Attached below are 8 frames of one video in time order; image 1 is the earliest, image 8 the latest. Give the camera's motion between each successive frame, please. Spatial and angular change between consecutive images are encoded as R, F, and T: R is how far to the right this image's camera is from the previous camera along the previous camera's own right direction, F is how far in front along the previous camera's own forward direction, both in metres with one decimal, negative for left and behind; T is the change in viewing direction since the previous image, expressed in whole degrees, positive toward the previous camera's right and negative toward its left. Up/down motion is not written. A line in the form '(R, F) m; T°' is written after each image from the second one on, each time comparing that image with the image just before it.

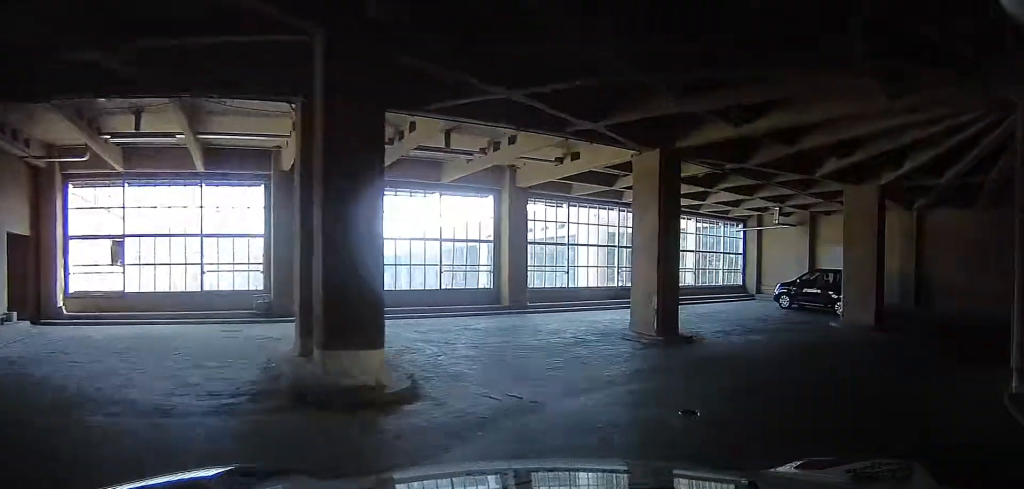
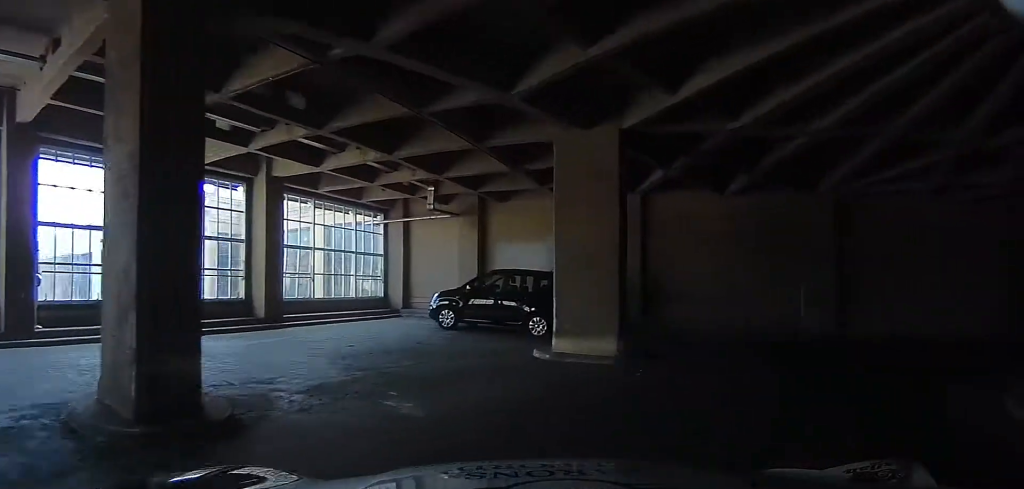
(+0.5, +2.8) m; +21°
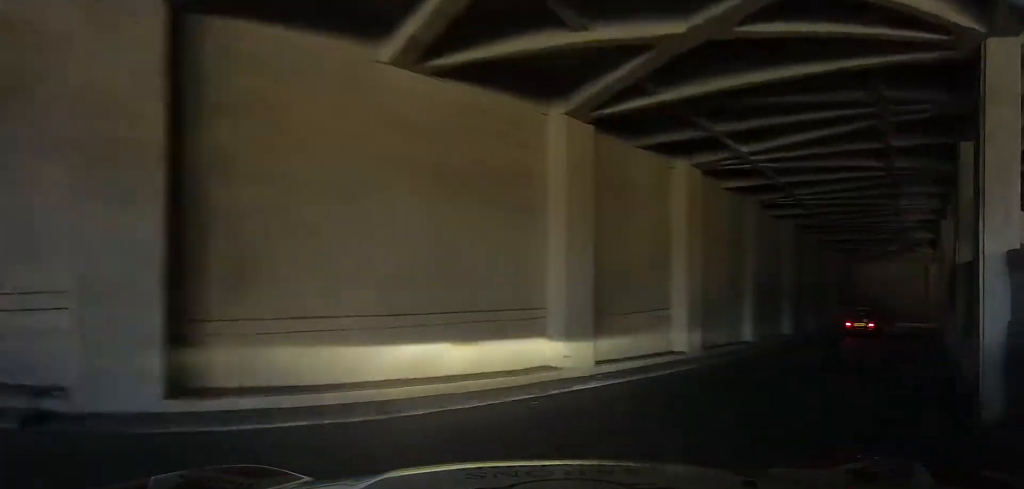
(+0.5, +5.1) m; +5°
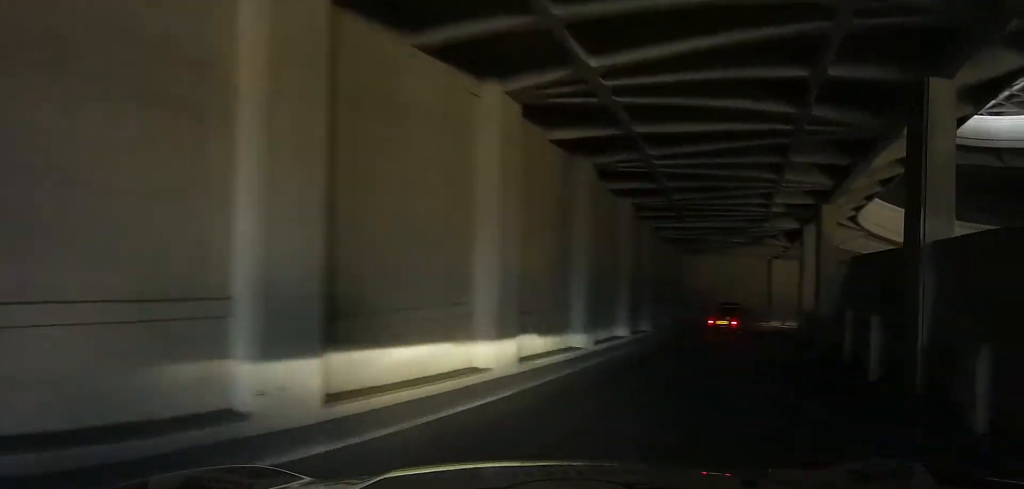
(0.0, +2.1) m; +1°
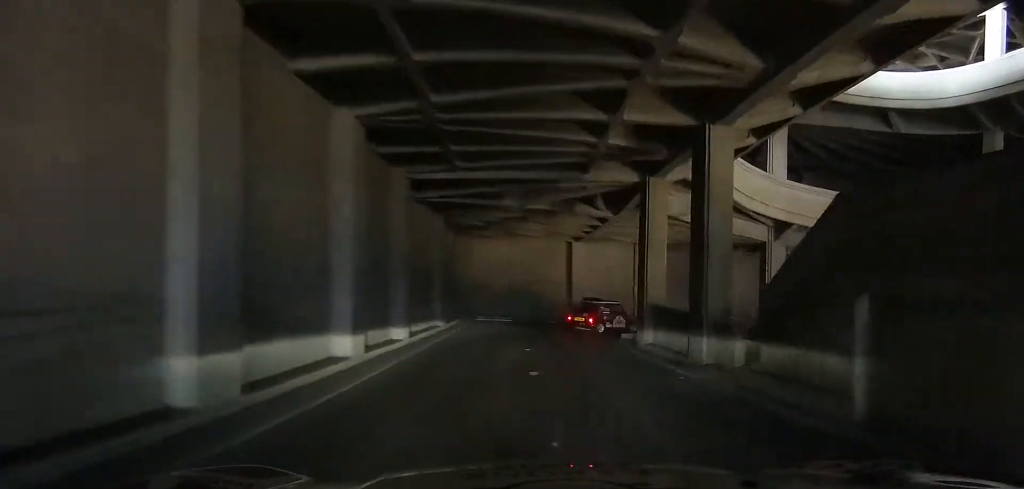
(+0.1, +3.9) m; +2°
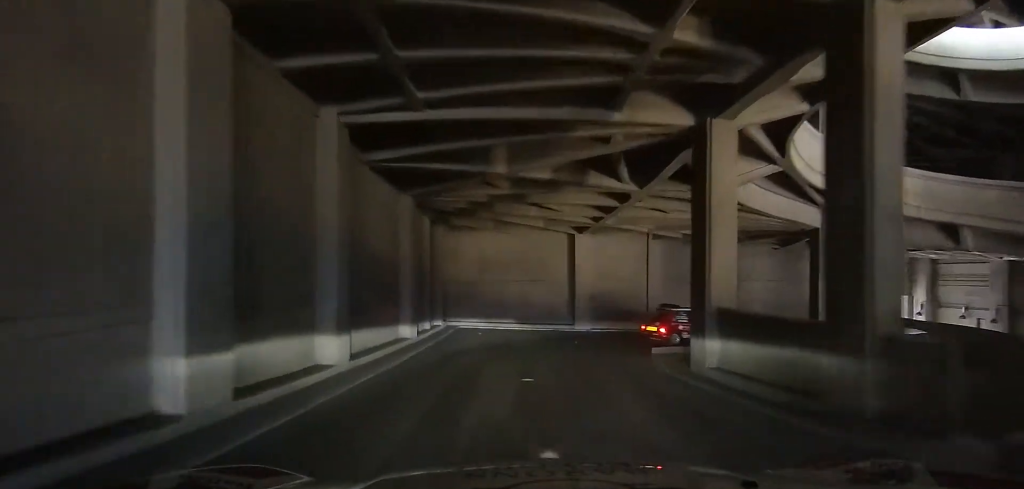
(+0.1, +2.7) m; 0°
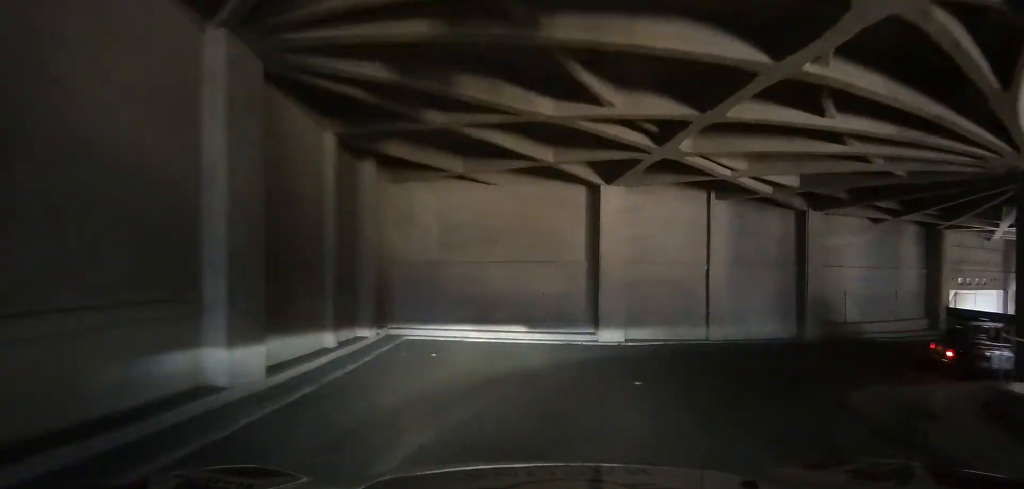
(-0.1, +7.2) m; 0°
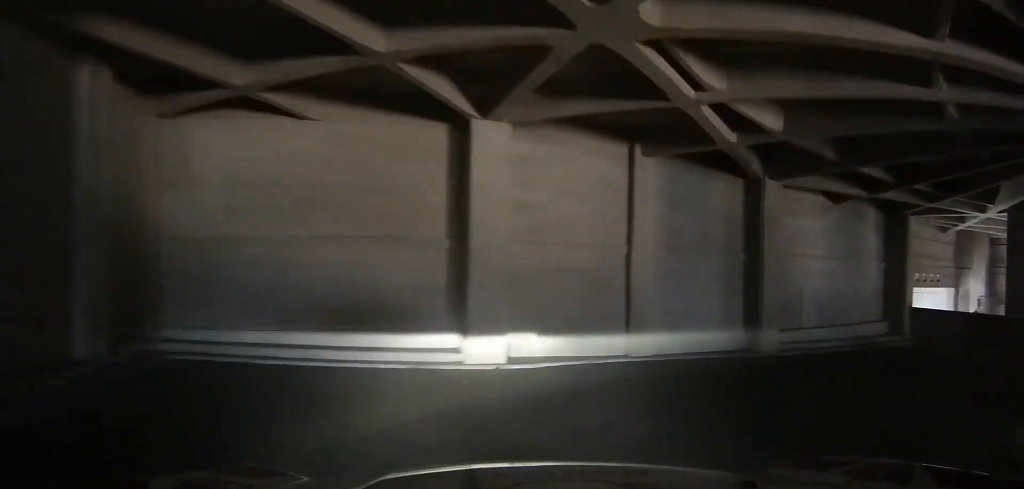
(0.0, +5.2) m; +4°
